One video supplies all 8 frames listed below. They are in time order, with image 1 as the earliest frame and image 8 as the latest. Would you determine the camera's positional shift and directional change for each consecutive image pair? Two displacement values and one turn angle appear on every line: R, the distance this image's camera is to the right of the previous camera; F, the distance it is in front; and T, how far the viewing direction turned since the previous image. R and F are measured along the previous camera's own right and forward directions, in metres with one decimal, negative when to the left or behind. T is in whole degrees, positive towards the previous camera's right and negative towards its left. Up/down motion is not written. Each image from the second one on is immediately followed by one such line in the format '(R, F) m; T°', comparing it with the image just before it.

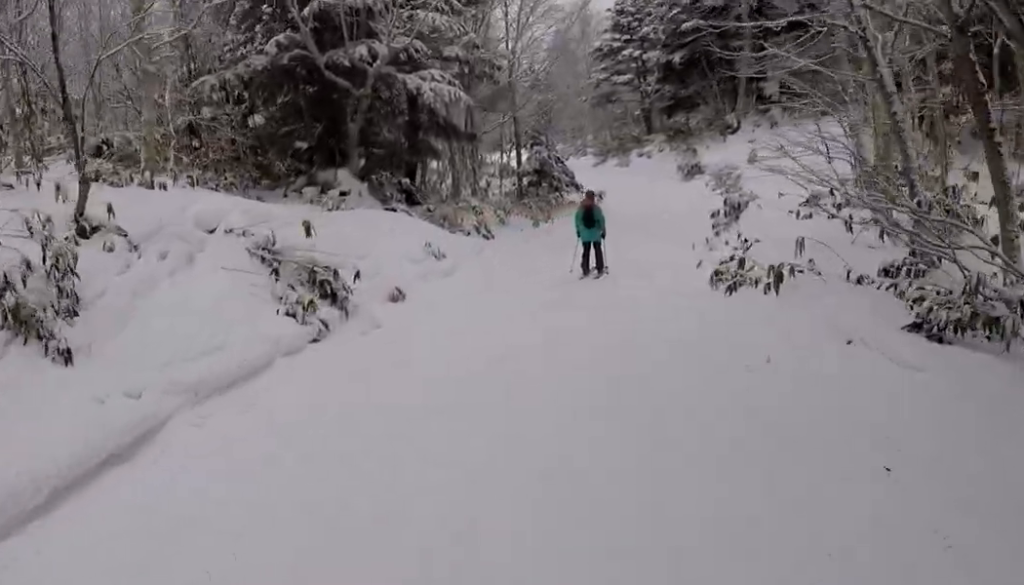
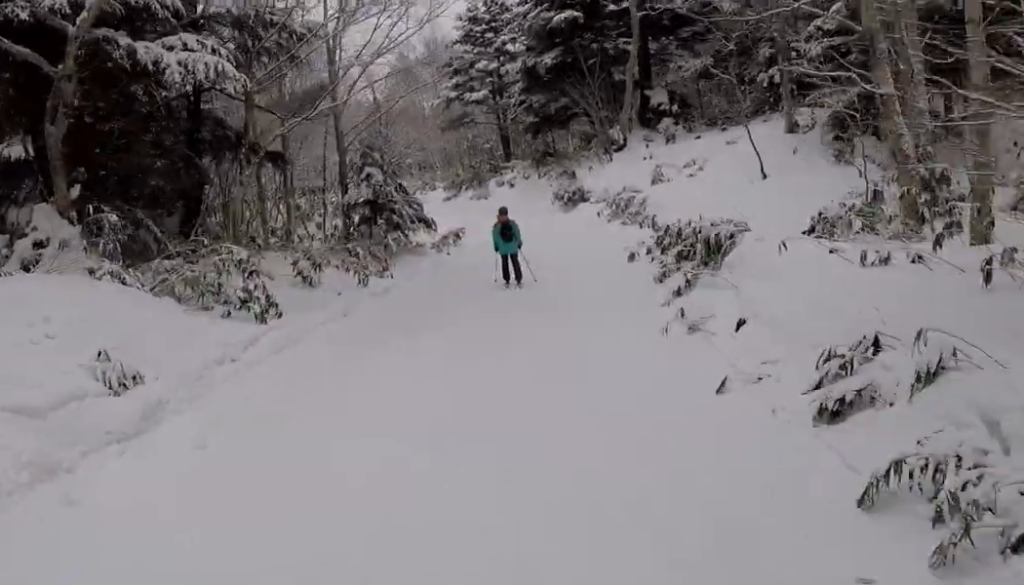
(+1.3, +8.2) m; +12°
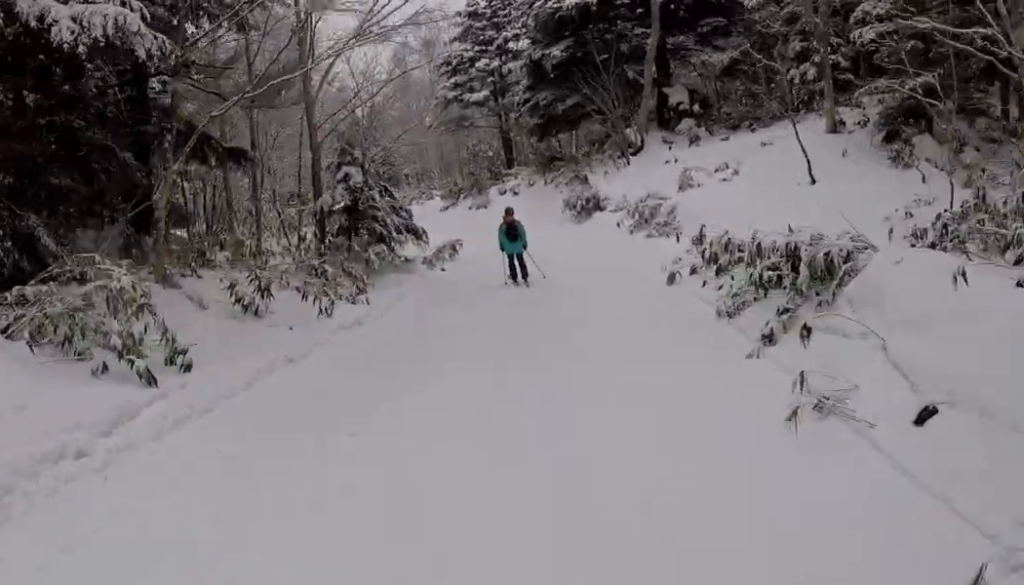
(+0.1, +3.2) m; +1°
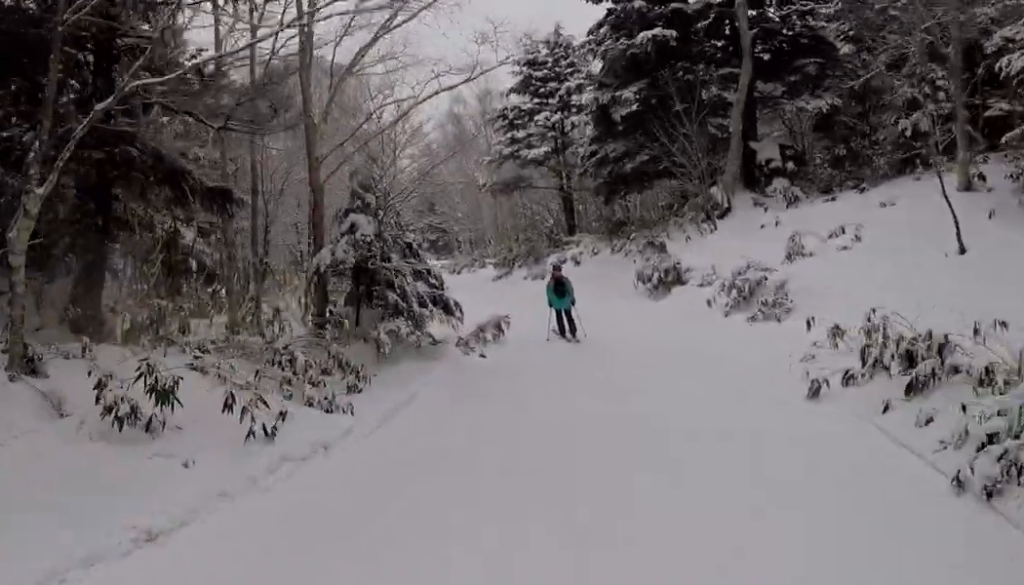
(0.0, +4.0) m; 0°
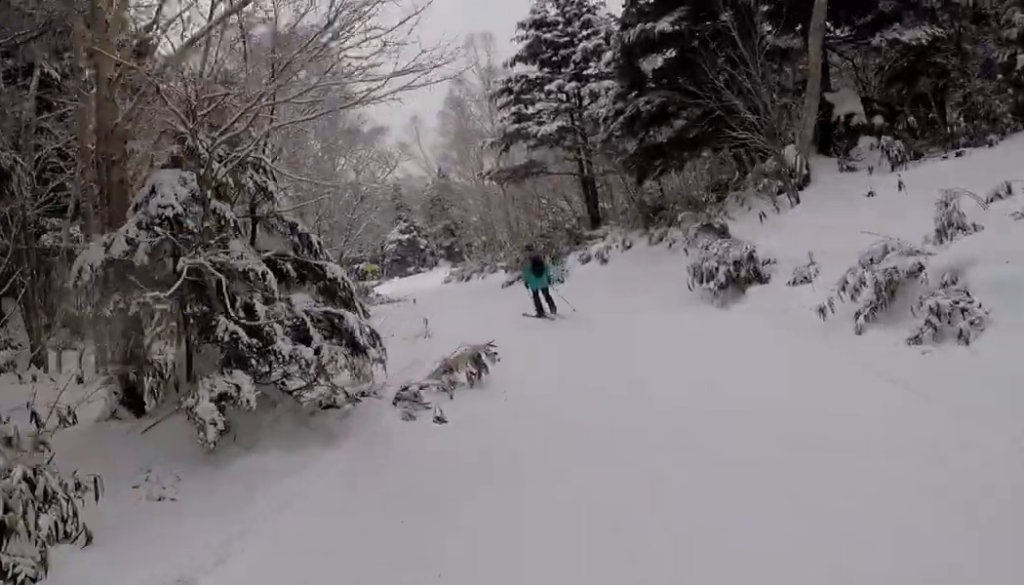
(0.0, +5.7) m; -6°
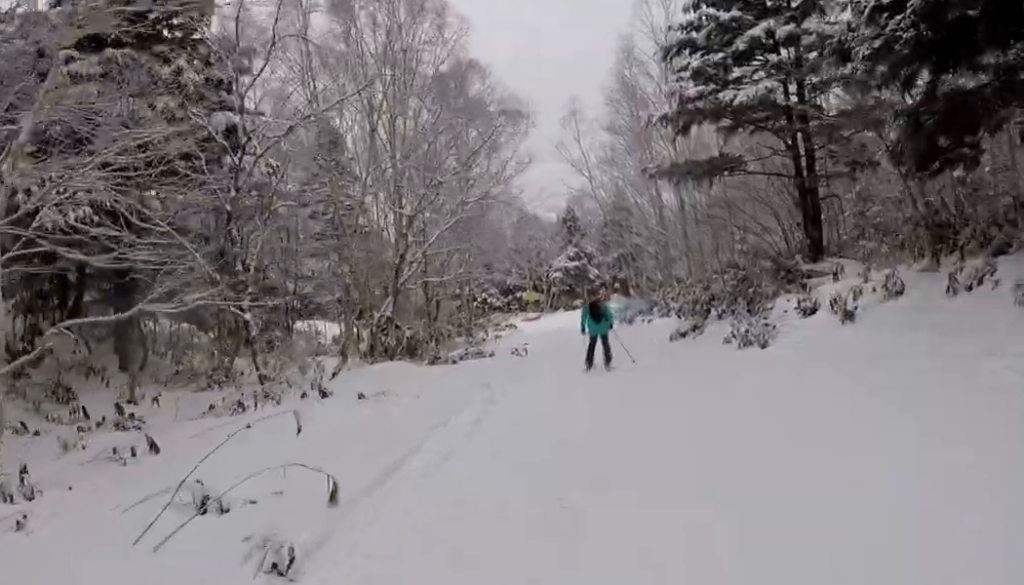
(-1.2, +8.8) m; -14°
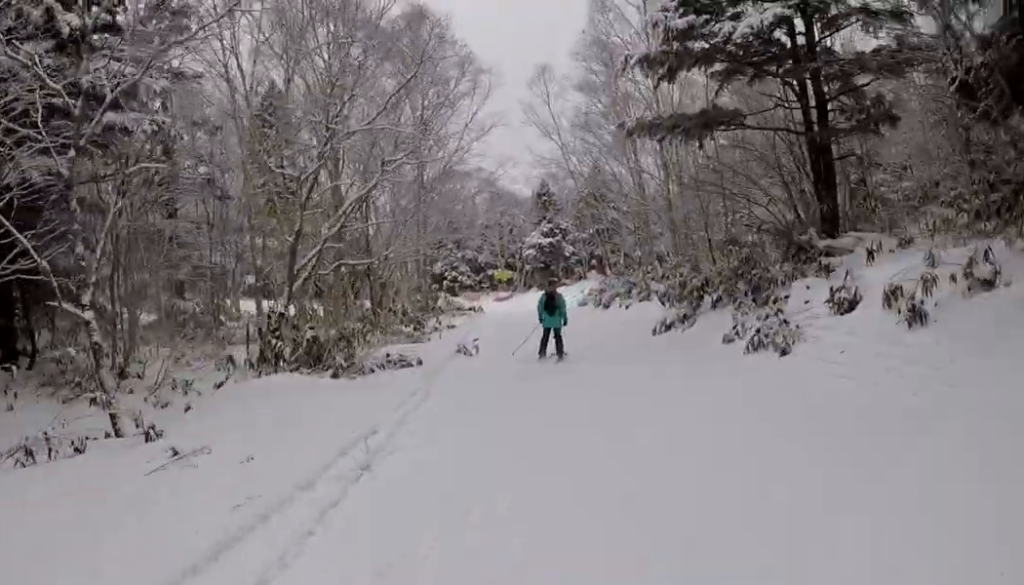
(-0.2, +3.8) m; -2°
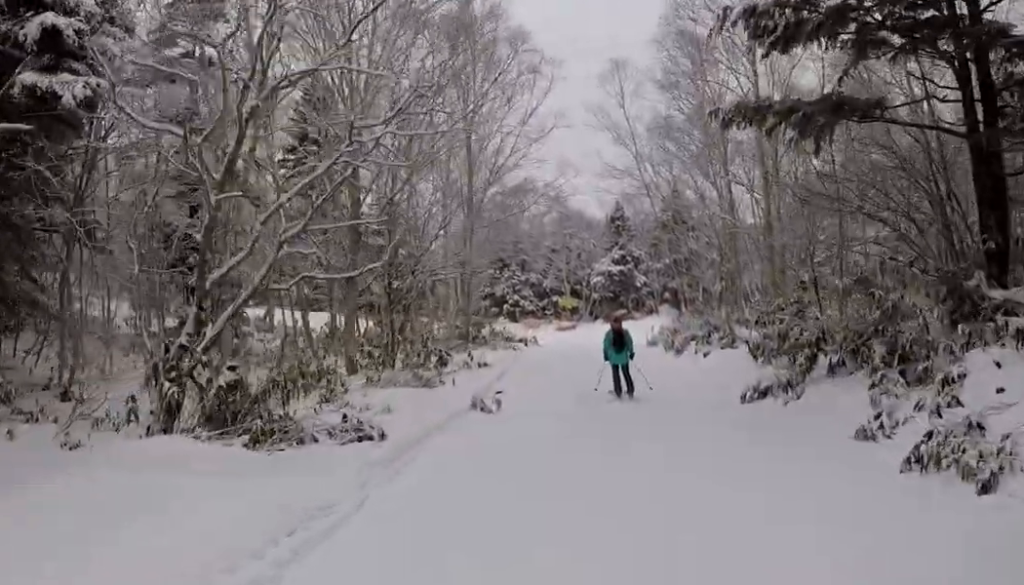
(-0.1, +4.6) m; -1°
